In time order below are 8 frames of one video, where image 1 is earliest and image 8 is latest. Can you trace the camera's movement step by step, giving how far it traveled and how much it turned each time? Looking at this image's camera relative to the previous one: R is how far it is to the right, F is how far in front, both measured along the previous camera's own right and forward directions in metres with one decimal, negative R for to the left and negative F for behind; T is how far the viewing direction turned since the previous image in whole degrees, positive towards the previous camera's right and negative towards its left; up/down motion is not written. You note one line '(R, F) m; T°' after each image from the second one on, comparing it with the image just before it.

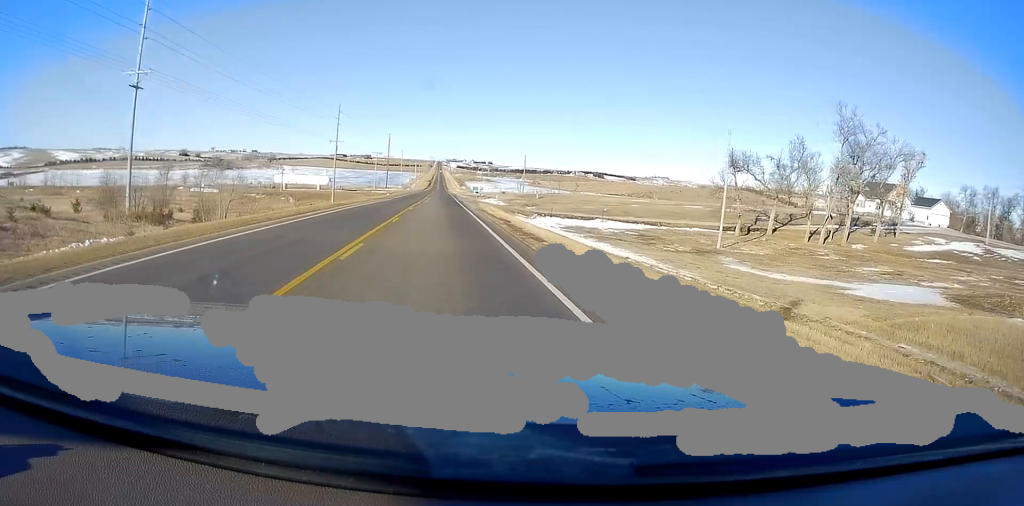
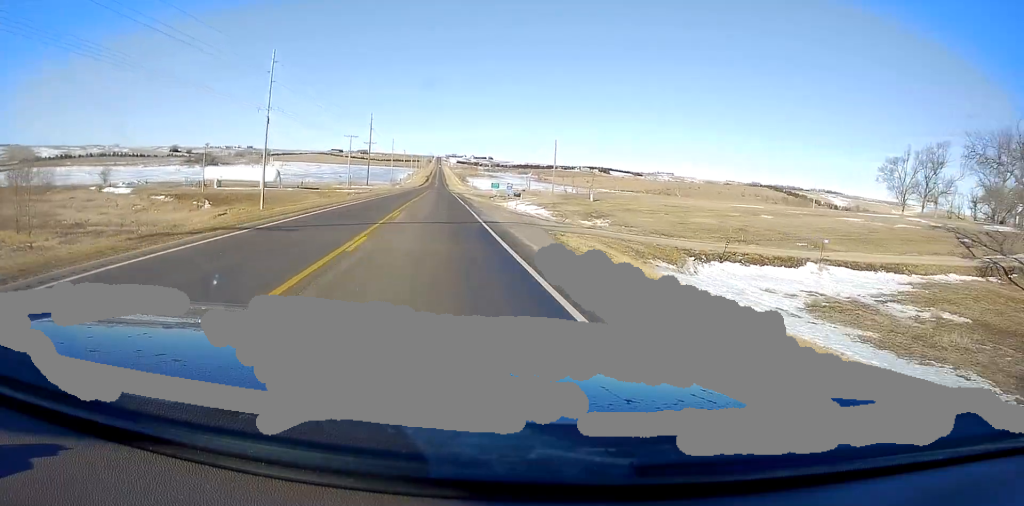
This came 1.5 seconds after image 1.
(0.0, +47.6) m; 0°
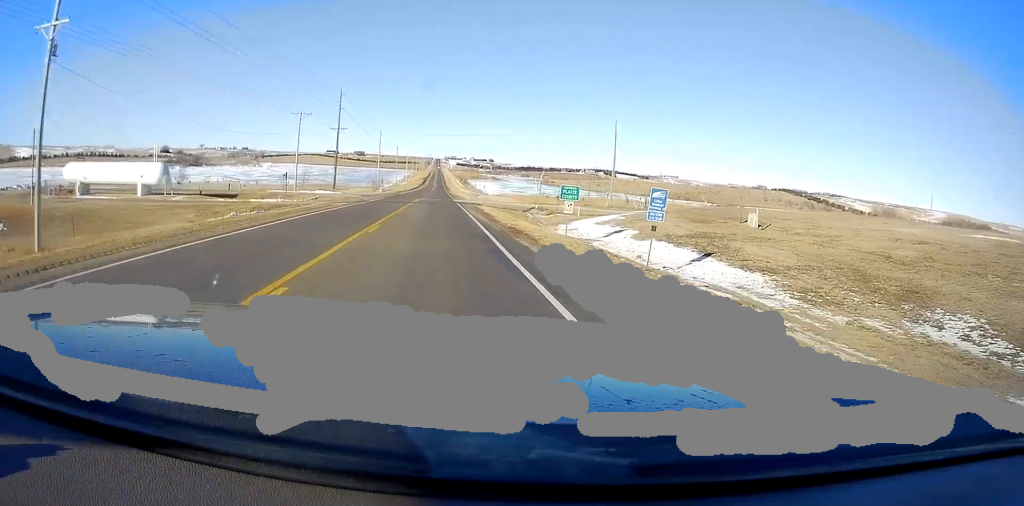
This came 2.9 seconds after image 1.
(0.0, +44.5) m; 0°
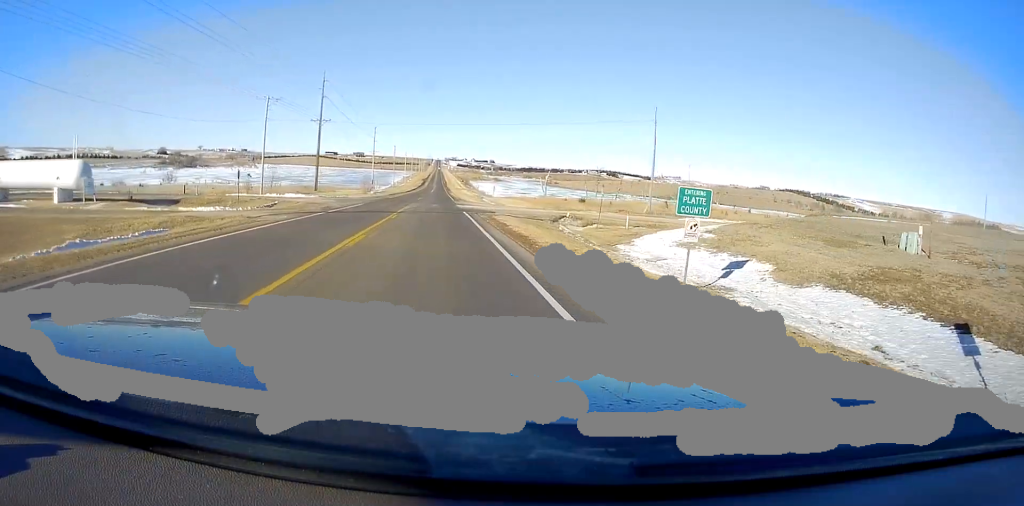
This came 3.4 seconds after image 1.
(0.0, +15.7) m; 0°
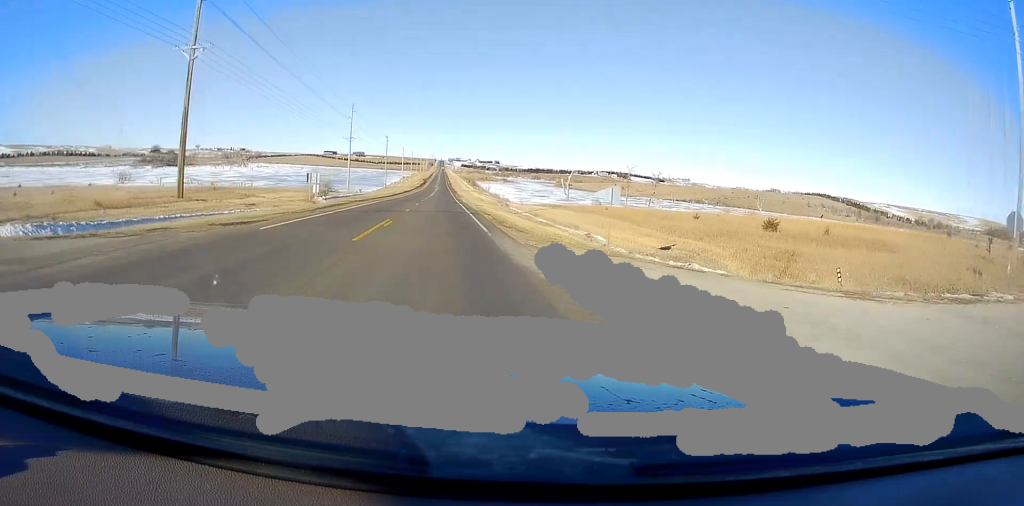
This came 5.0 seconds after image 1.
(0.0, +48.4) m; 0°
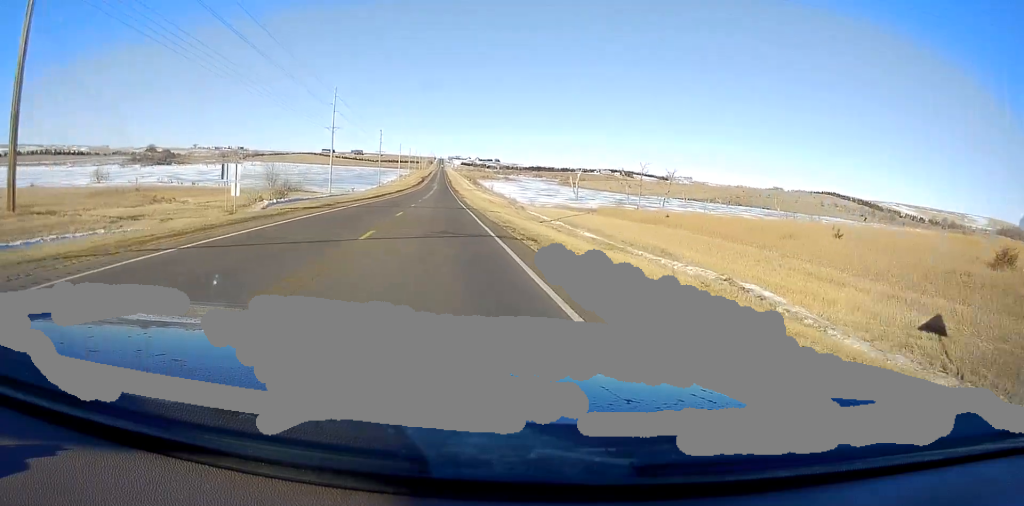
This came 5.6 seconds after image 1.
(0.0, +18.7) m; 0°
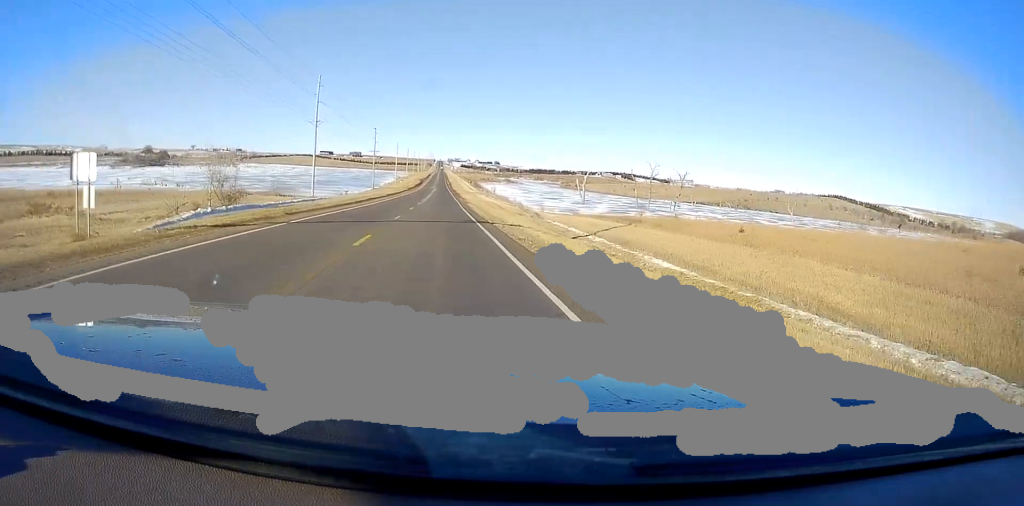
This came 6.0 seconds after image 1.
(0.0, +12.9) m; 0°
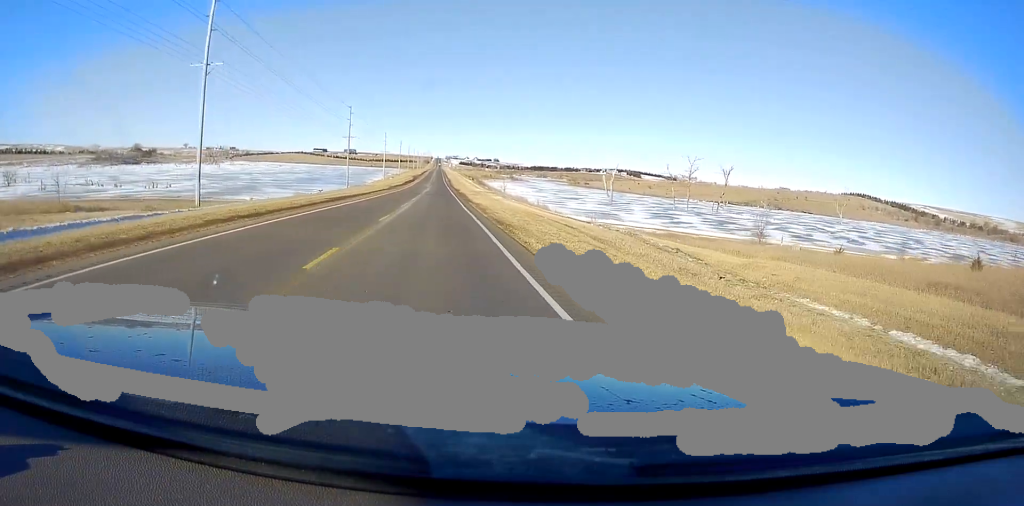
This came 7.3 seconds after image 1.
(0.0, +41.4) m; 0°
